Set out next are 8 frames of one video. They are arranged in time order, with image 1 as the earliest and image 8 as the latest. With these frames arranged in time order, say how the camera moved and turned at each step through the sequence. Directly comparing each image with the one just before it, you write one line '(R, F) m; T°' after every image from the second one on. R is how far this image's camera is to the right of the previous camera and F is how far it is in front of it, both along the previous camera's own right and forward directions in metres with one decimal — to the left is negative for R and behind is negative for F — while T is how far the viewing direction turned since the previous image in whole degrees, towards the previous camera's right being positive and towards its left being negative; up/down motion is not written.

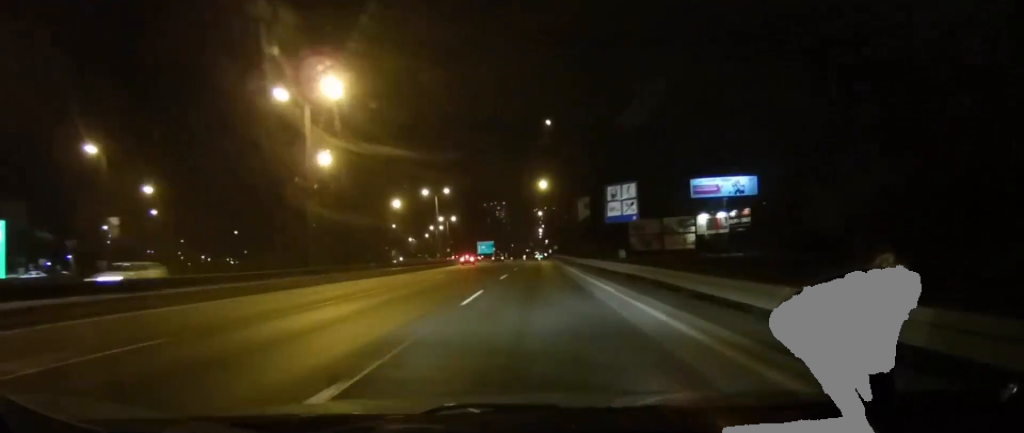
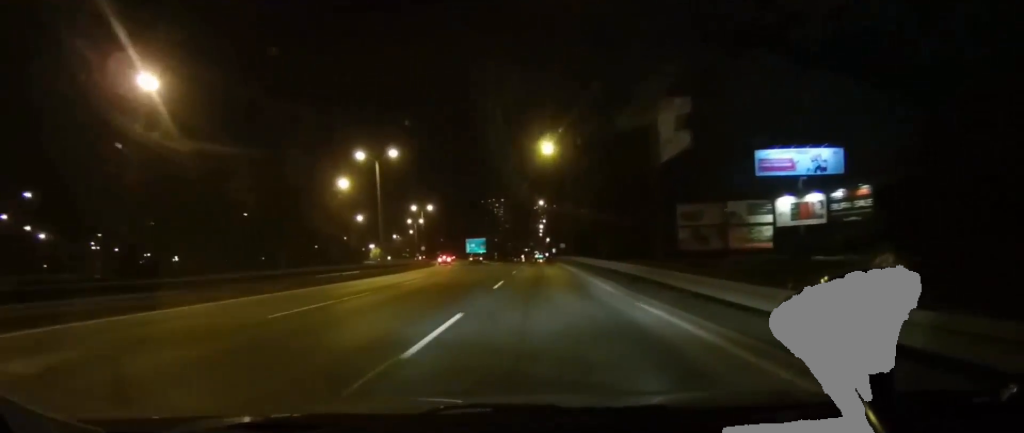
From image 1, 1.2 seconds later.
(+0.5, +28.4) m; +2°
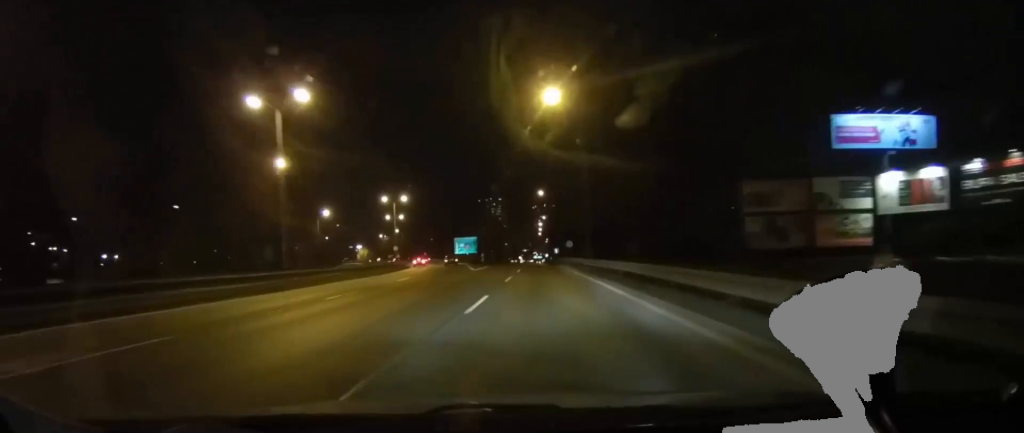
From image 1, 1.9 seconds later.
(0.0, +18.6) m; -2°
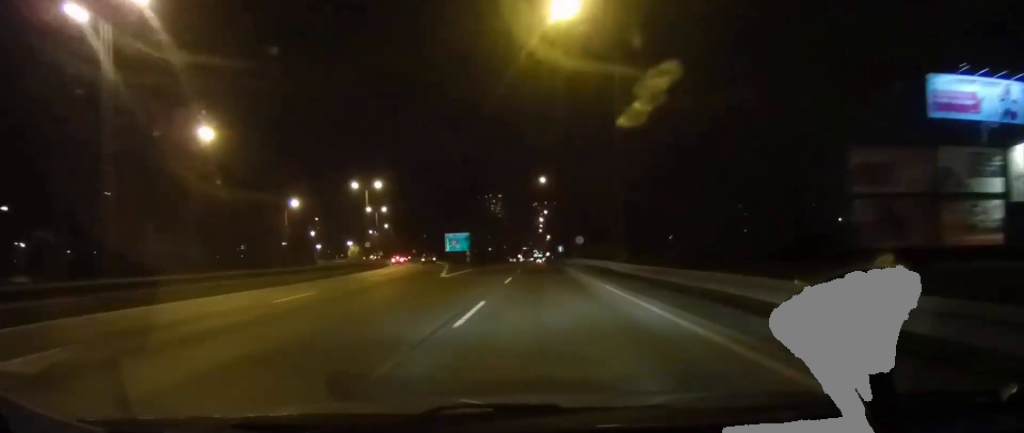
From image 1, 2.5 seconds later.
(-0.2, +13.6) m; -1°
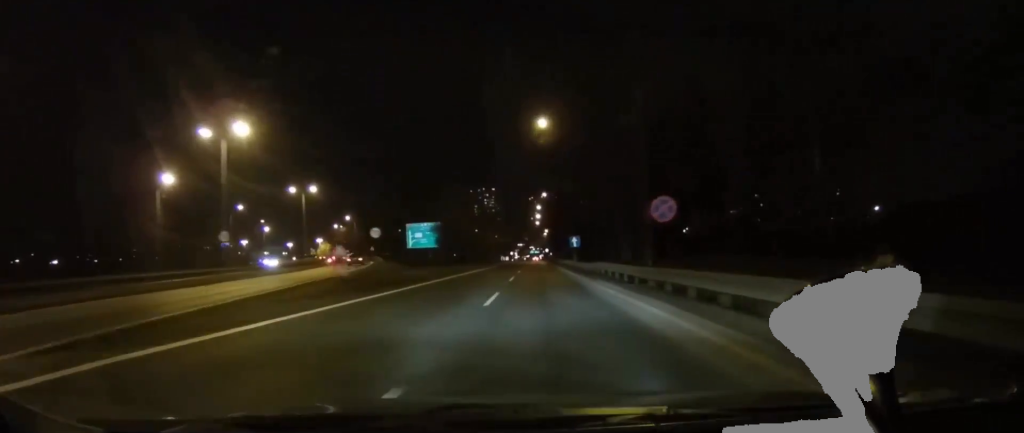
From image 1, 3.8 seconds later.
(-0.1, +31.6) m; +2°
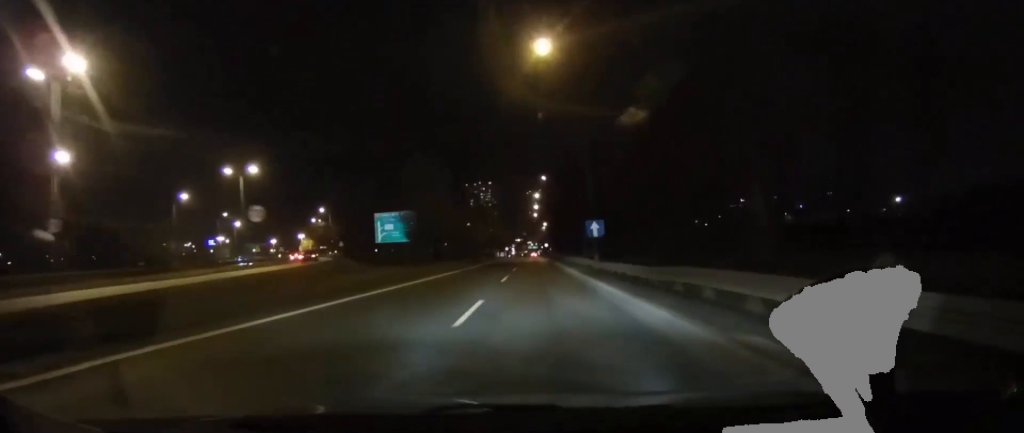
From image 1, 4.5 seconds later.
(+0.3, +15.6) m; +1°
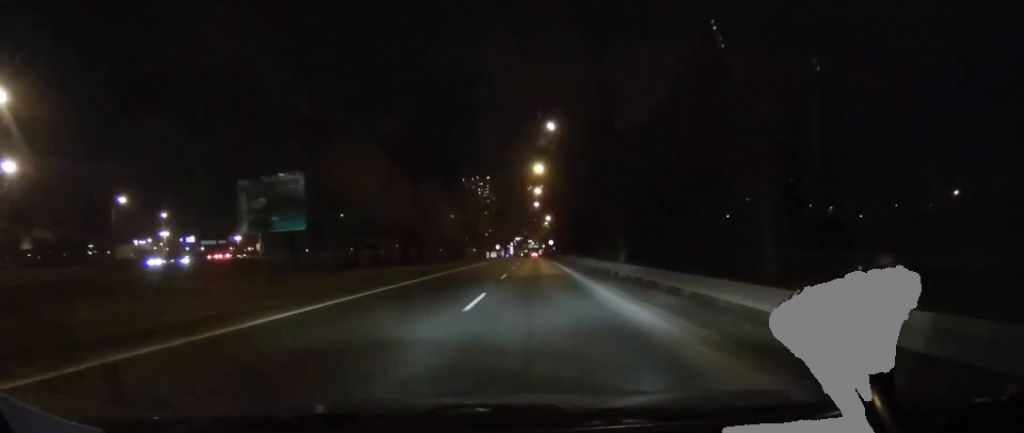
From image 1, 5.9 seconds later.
(0.0, +33.1) m; -1°
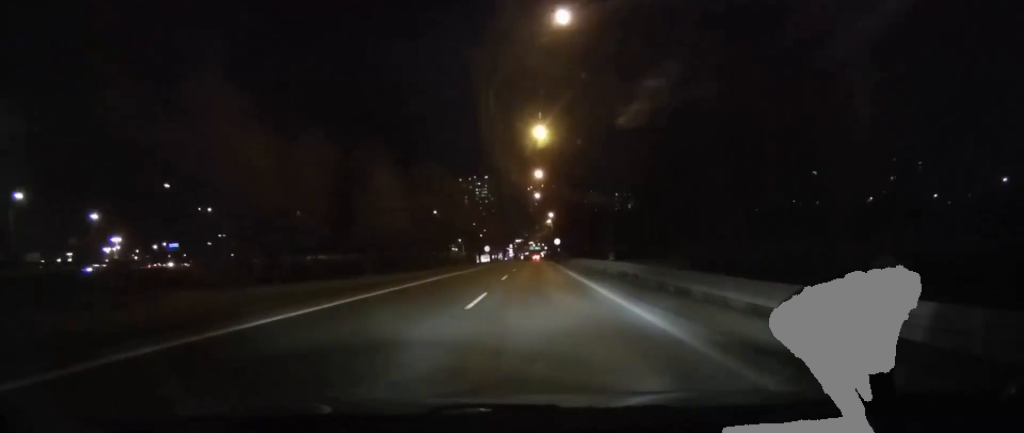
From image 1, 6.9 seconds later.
(-0.4, +22.8) m; 0°
